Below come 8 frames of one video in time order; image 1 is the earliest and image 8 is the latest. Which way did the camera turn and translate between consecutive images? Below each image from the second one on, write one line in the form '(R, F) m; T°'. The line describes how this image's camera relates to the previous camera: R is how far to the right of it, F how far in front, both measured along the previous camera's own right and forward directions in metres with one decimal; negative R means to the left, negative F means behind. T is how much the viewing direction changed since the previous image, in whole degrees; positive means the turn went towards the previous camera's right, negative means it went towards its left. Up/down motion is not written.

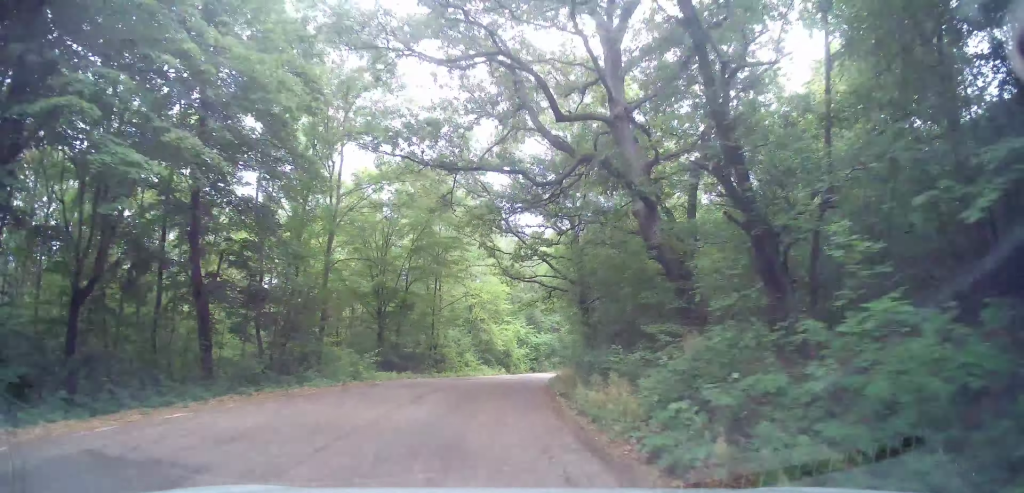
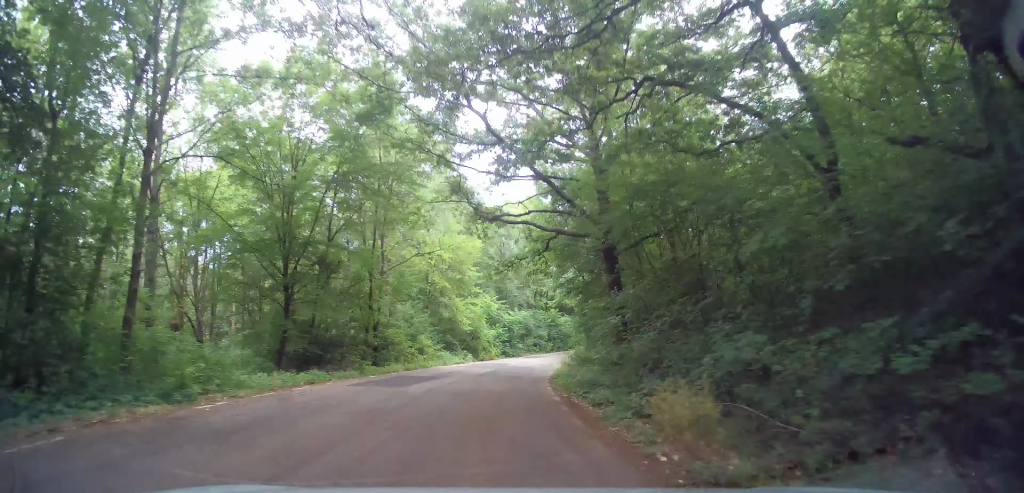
(+0.4, +11.3) m; +3°
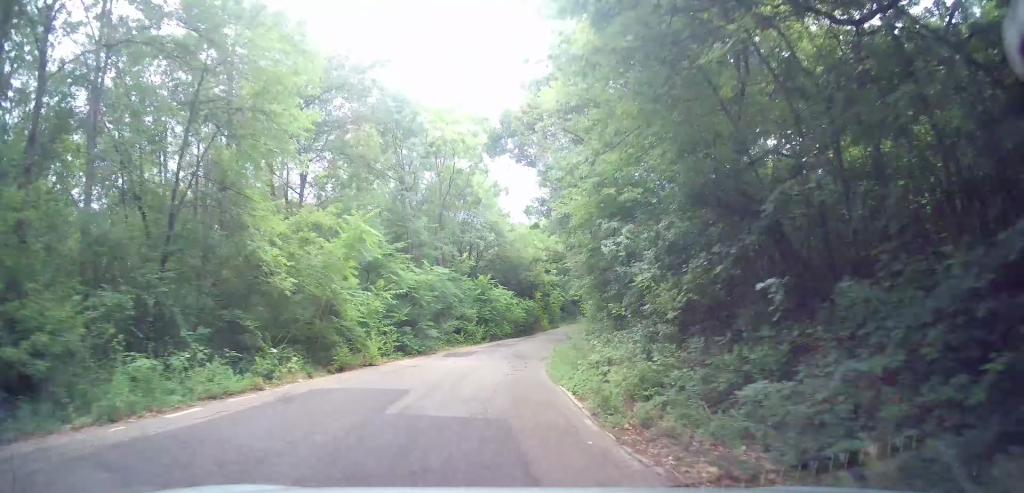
(+1.3, +22.9) m; +7°
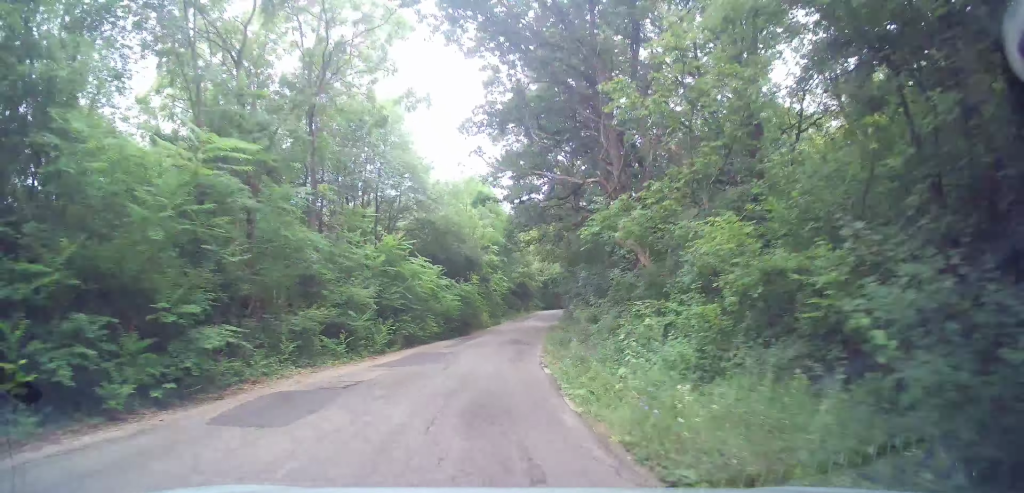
(+0.7, +14.4) m; +4°
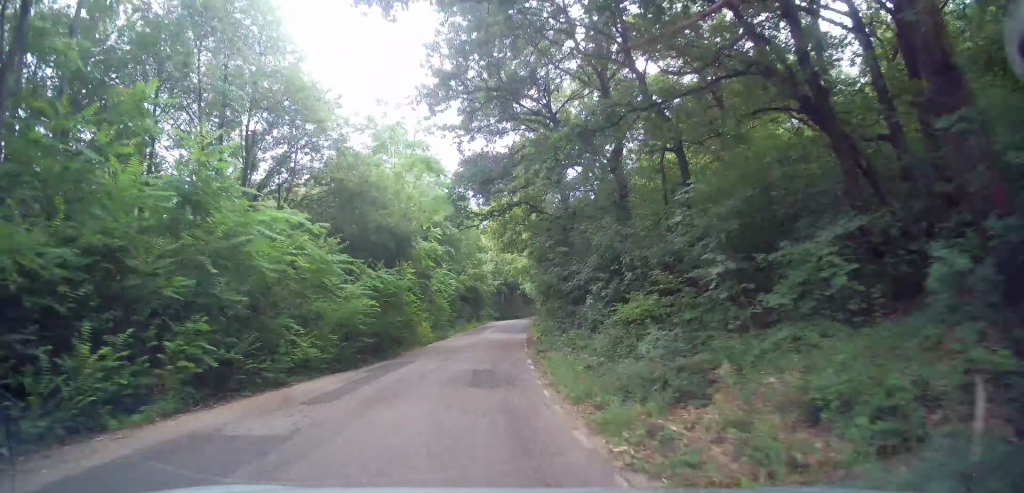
(+0.2, +11.4) m; +3°
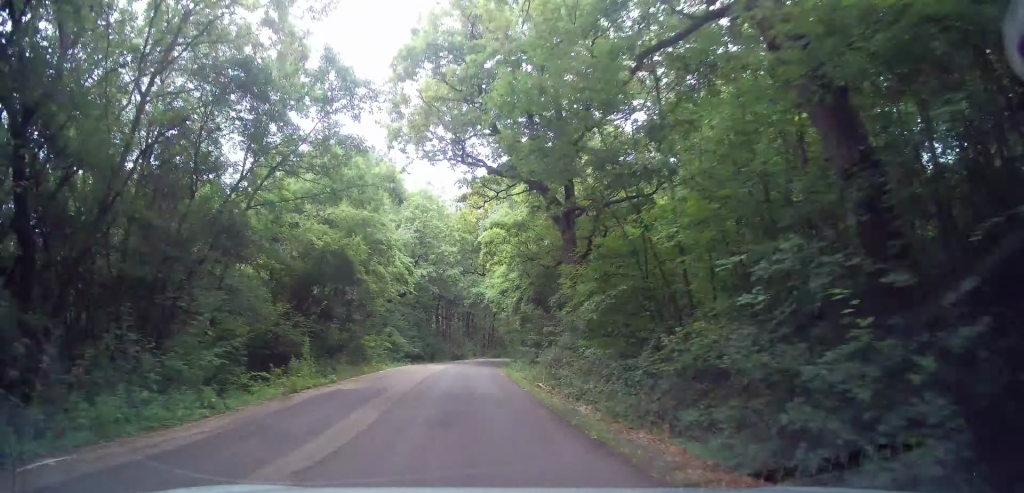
(+5.0, +40.9) m; +11°
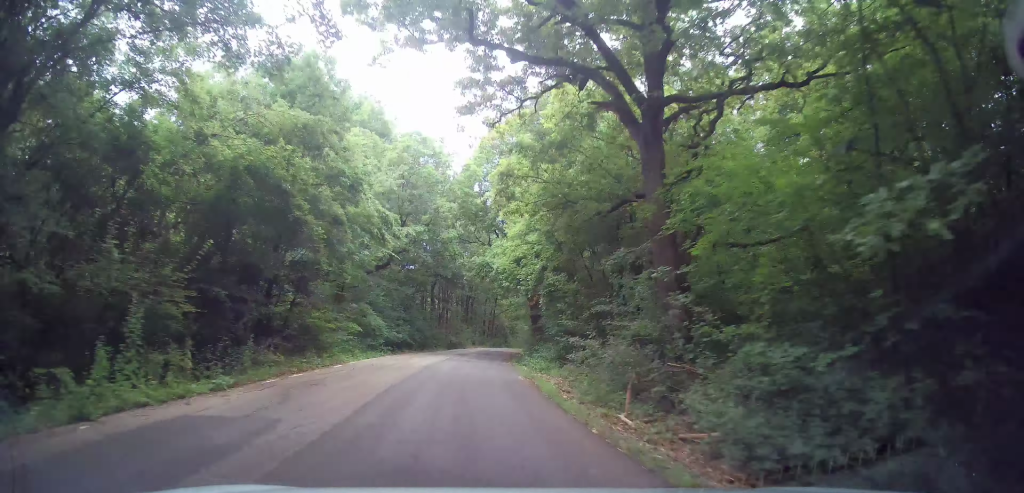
(+0.1, +10.1) m; +1°
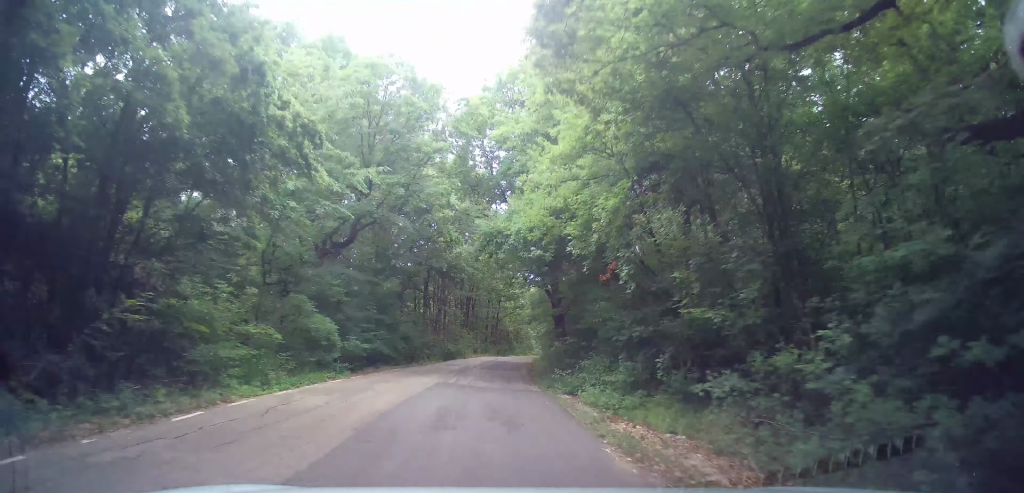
(+0.1, +12.4) m; +1°
